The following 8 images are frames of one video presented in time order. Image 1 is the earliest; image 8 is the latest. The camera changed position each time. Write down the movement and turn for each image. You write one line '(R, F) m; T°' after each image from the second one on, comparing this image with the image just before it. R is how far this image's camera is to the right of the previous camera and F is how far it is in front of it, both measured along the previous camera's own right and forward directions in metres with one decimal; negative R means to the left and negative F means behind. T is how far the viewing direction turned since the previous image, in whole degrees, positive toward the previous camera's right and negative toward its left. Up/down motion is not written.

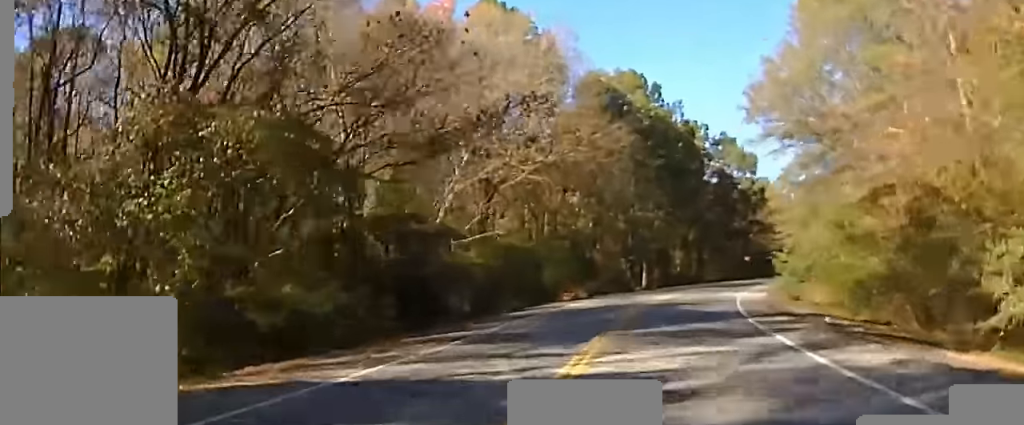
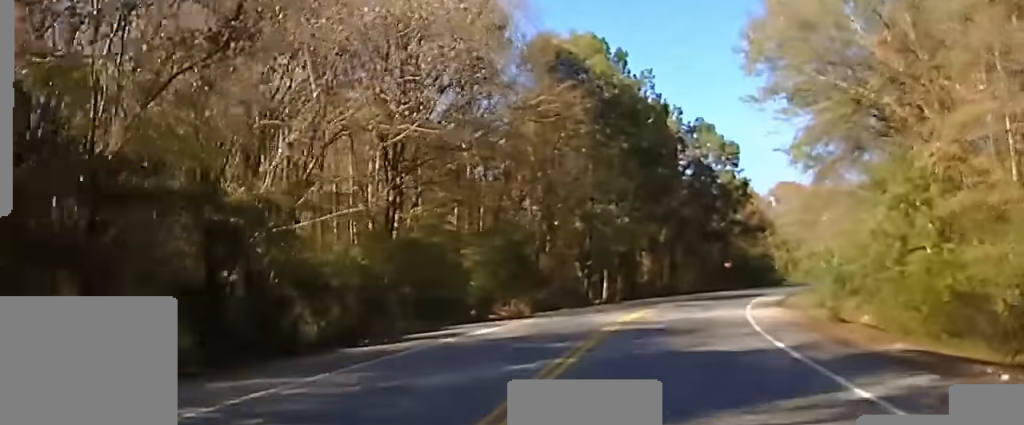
(+0.4, +13.4) m; +3°
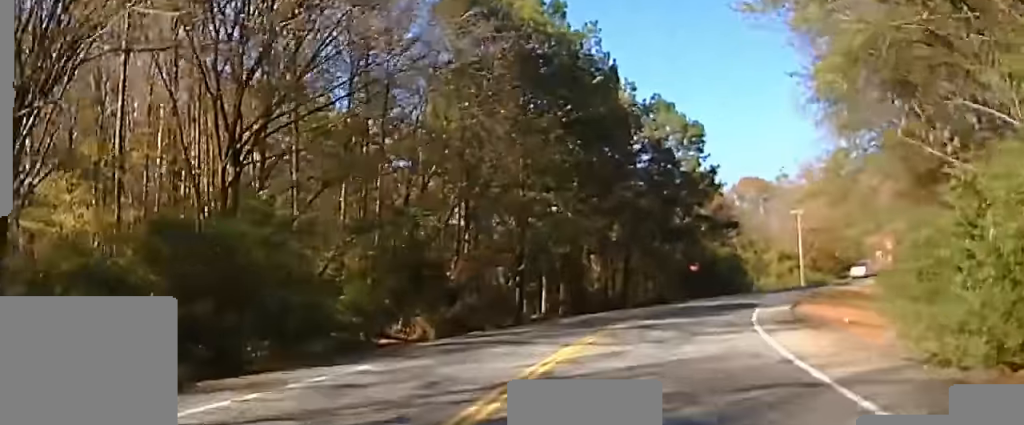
(+0.2, +14.1) m; +4°
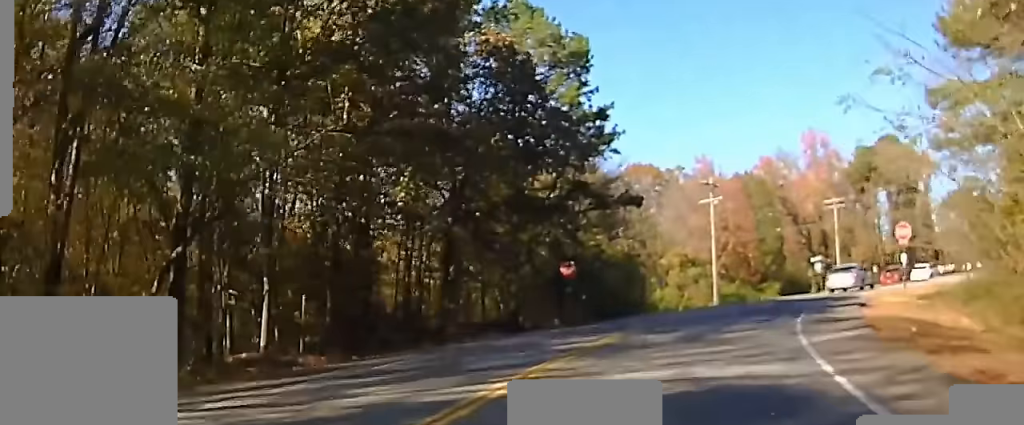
(+1.8, +23.3) m; +8°
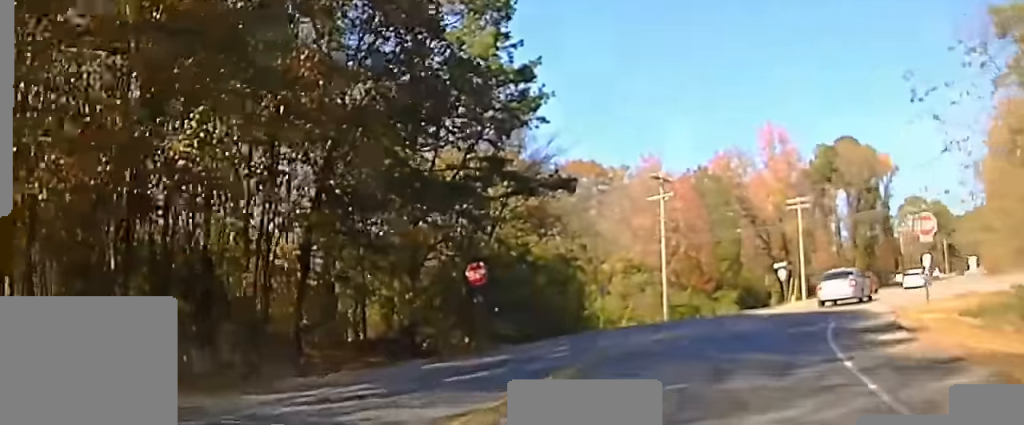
(+0.1, +9.5) m; +4°
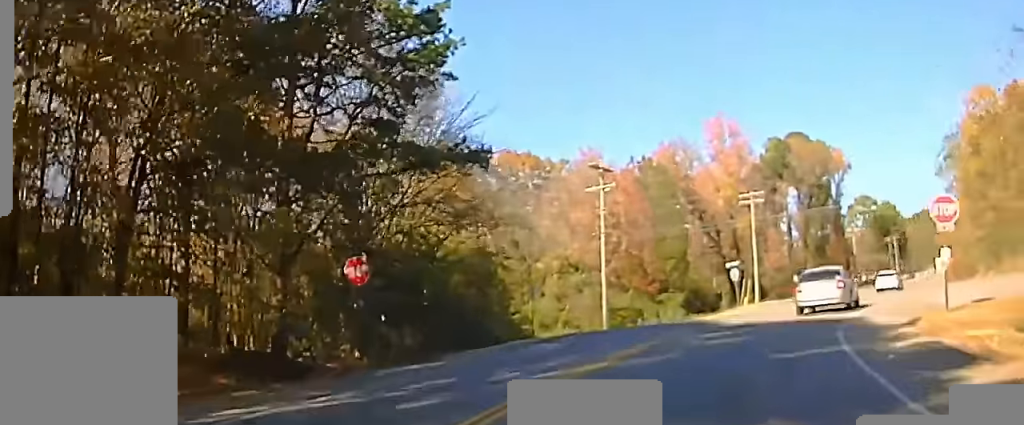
(+0.3, +6.2) m; +3°
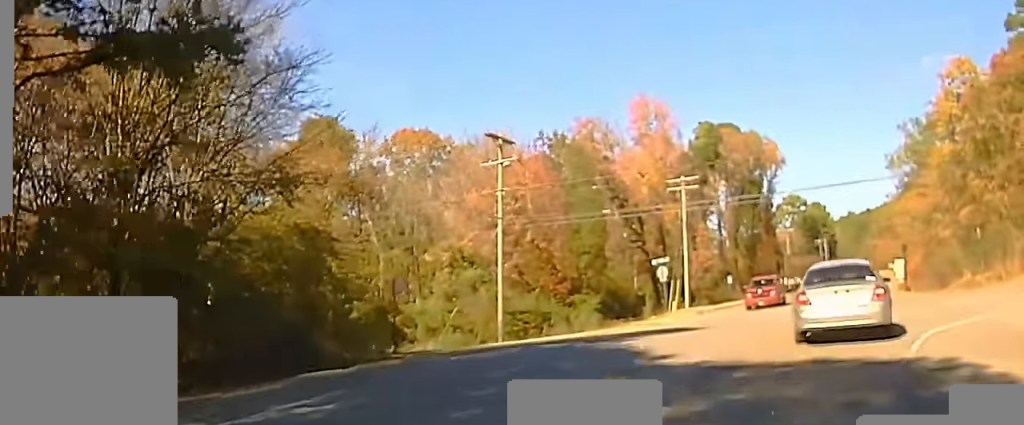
(+0.6, +11.8) m; +6°
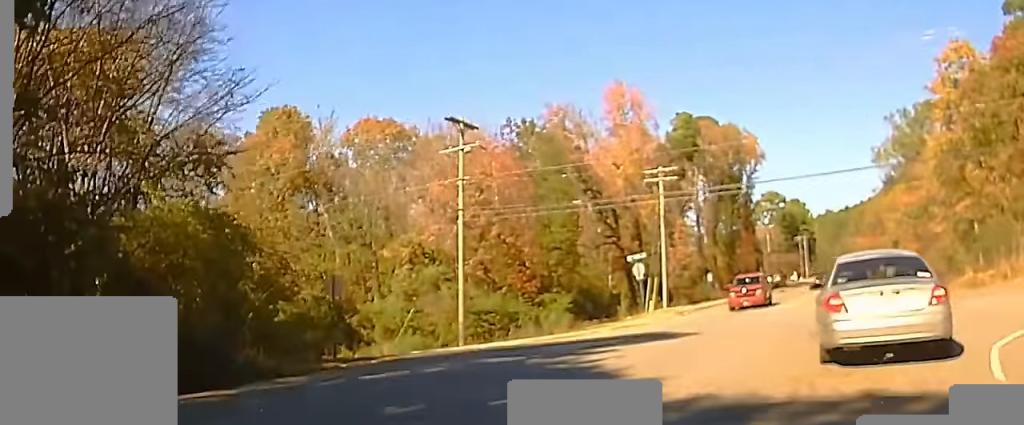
(+0.2, +4.9) m; +2°
